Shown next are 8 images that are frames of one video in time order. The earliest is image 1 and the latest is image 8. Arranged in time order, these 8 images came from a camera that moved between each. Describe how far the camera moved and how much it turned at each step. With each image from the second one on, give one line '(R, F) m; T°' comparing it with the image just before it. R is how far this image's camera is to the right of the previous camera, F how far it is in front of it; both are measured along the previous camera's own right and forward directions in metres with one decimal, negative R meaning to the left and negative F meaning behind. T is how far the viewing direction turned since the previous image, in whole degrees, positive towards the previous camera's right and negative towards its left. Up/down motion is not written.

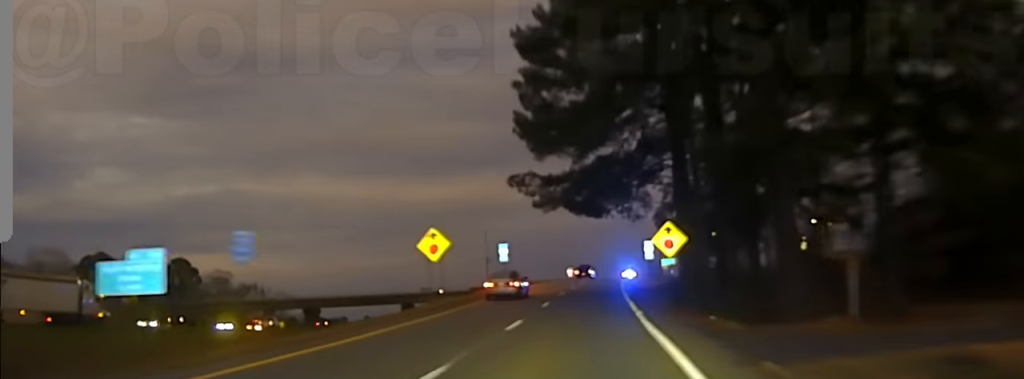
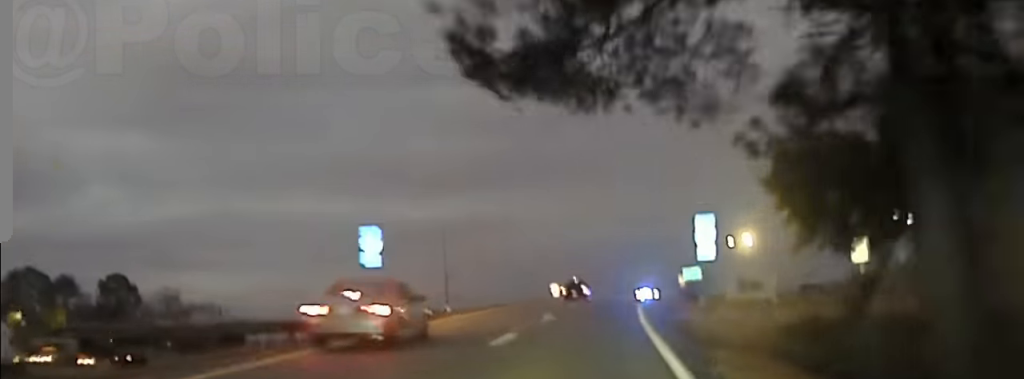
(+0.4, +37.3) m; +1°
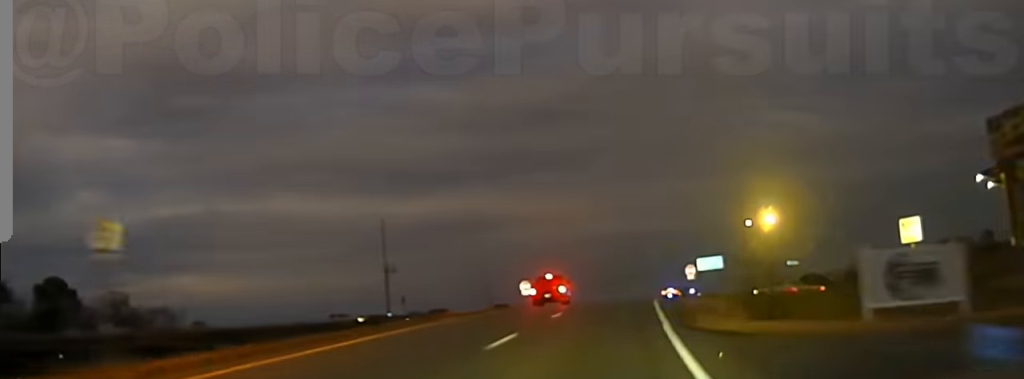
(0.0, +25.4) m; 0°
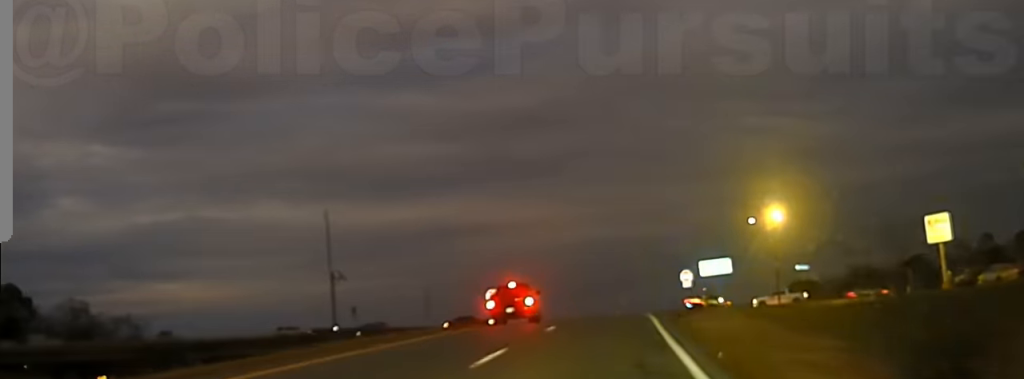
(+0.1, +13.6) m; +1°
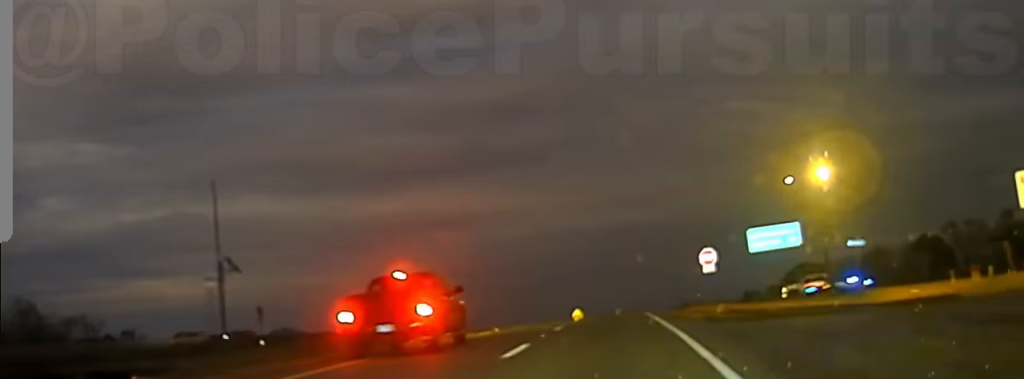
(+0.2, +24.8) m; +1°
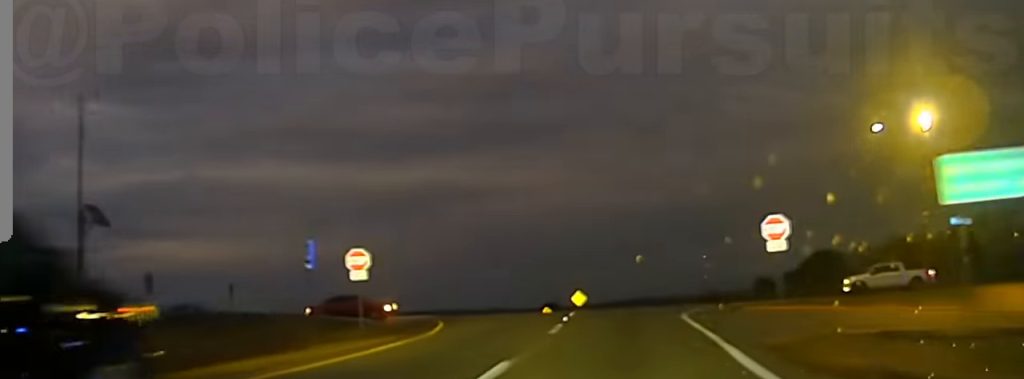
(+0.3, +19.9) m; +1°
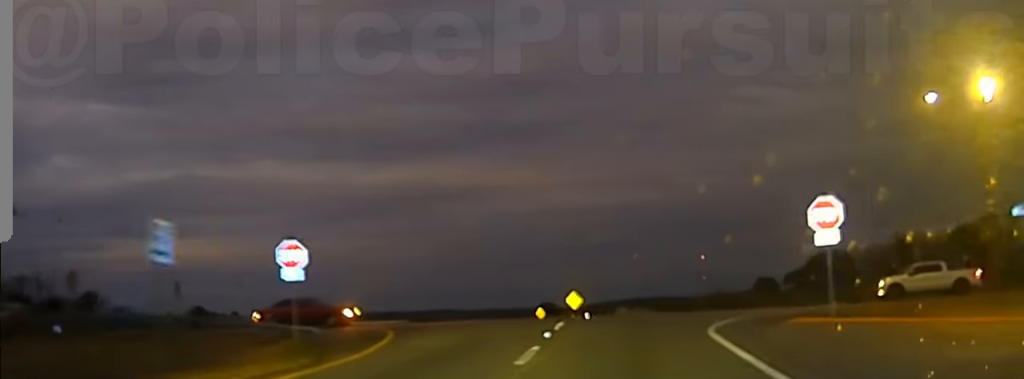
(-0.1, +8.7) m; +1°
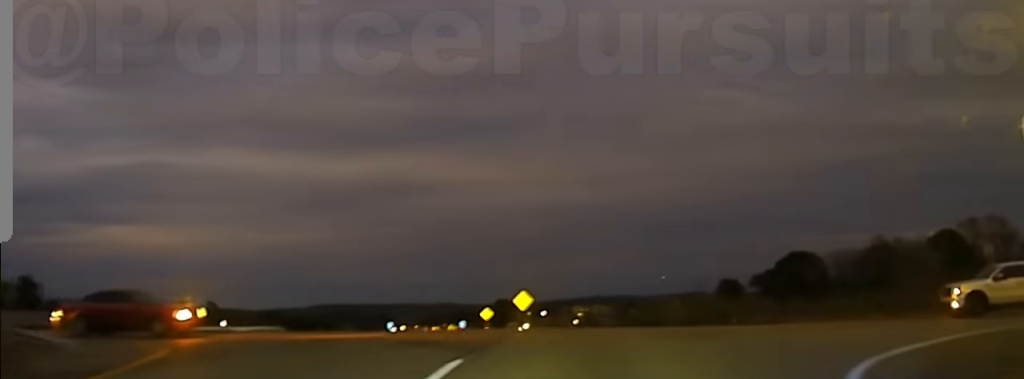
(+0.2, +17.0) m; +9°
